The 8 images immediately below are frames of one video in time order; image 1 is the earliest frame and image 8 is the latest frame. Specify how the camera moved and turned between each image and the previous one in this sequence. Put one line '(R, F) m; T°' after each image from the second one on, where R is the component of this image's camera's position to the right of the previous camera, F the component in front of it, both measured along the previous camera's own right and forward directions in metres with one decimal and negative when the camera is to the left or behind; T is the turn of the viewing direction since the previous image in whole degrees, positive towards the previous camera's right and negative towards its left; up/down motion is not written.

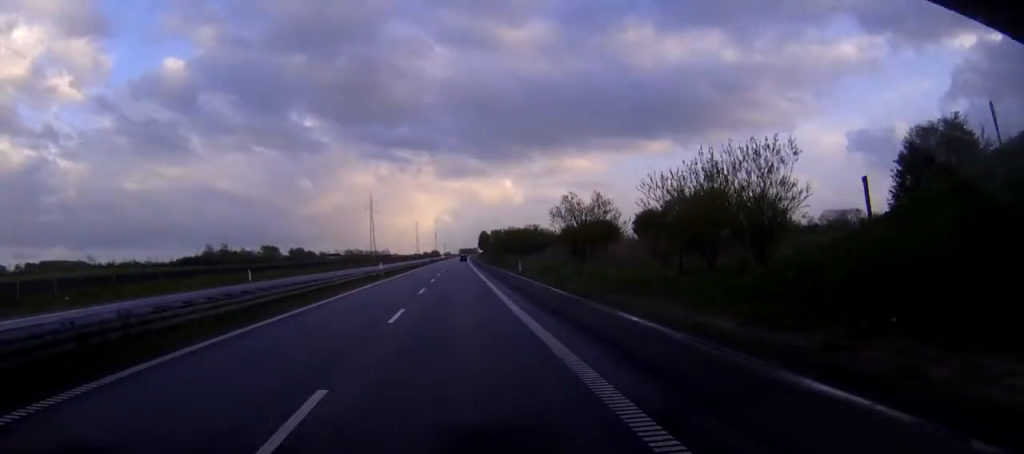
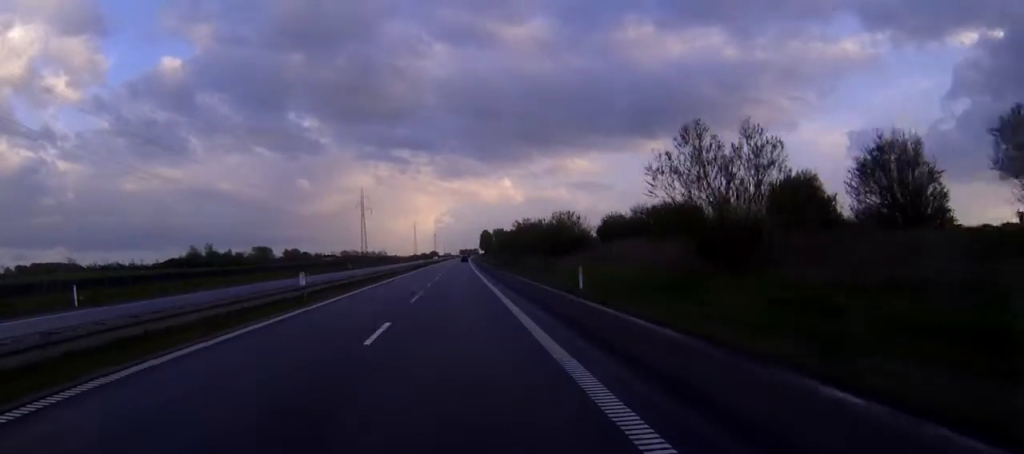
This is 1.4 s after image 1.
(-0.1, +34.3) m; 0°
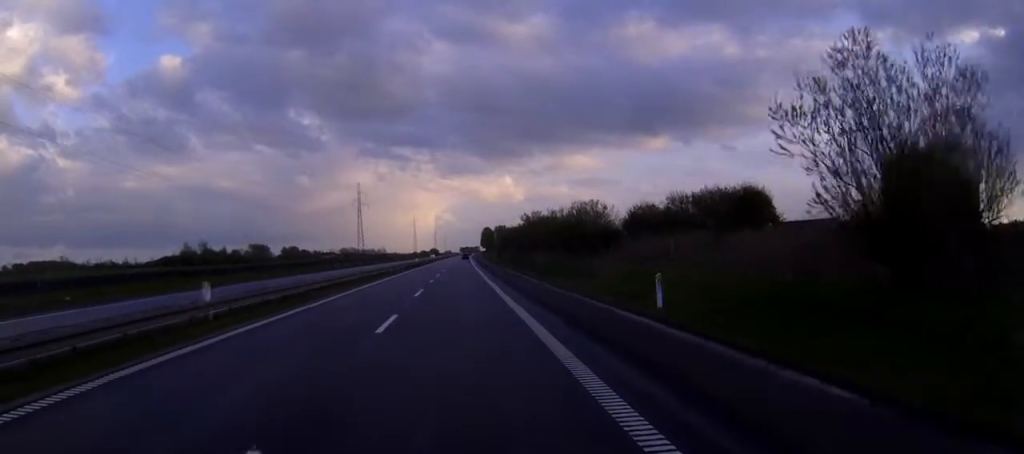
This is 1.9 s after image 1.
(0.0, +13.4) m; 0°
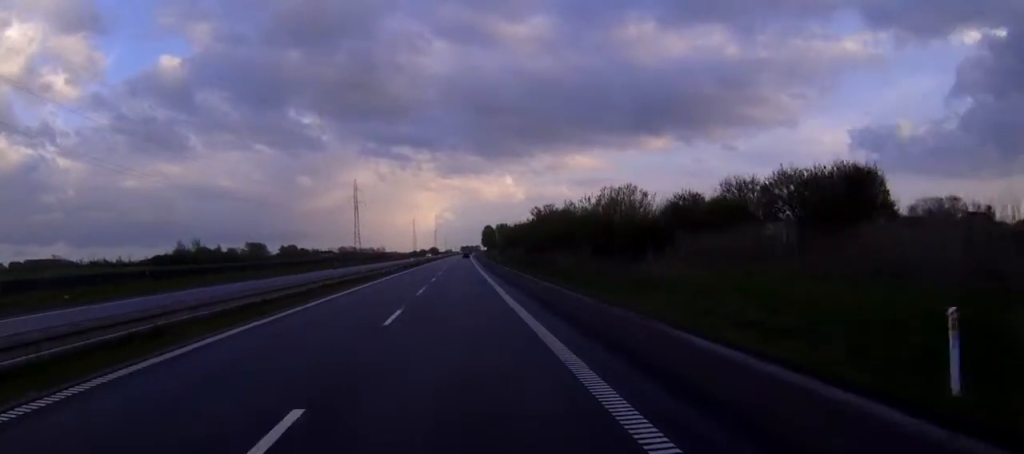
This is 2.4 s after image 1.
(0.0, +13.4) m; 0°
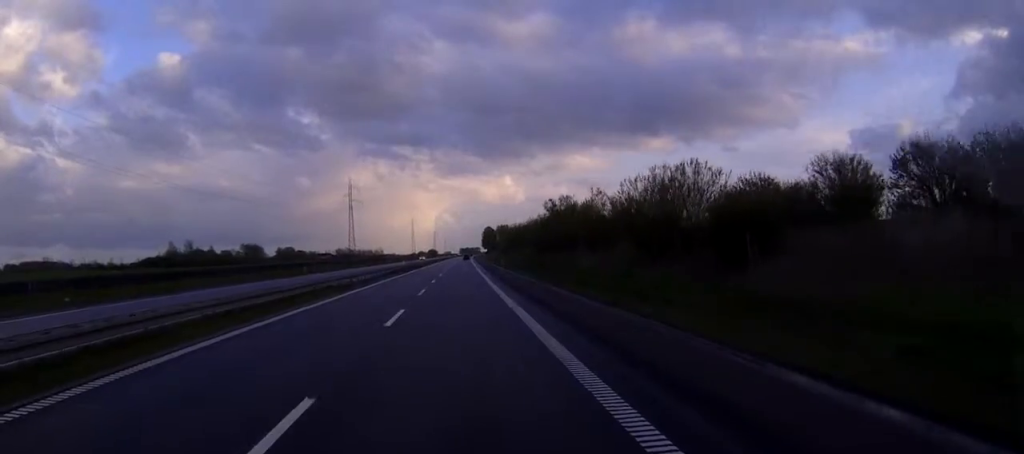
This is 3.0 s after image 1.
(0.0, +14.2) m; 0°
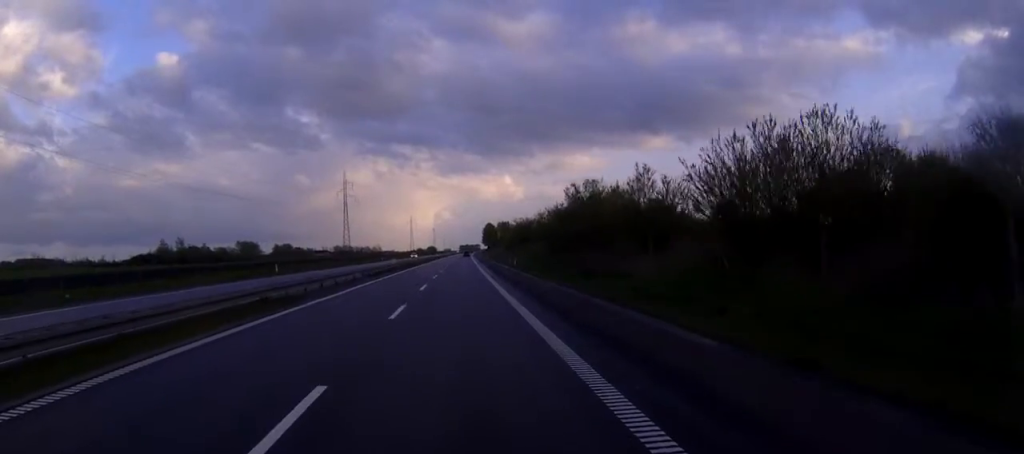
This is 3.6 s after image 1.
(0.0, +14.2) m; 0°
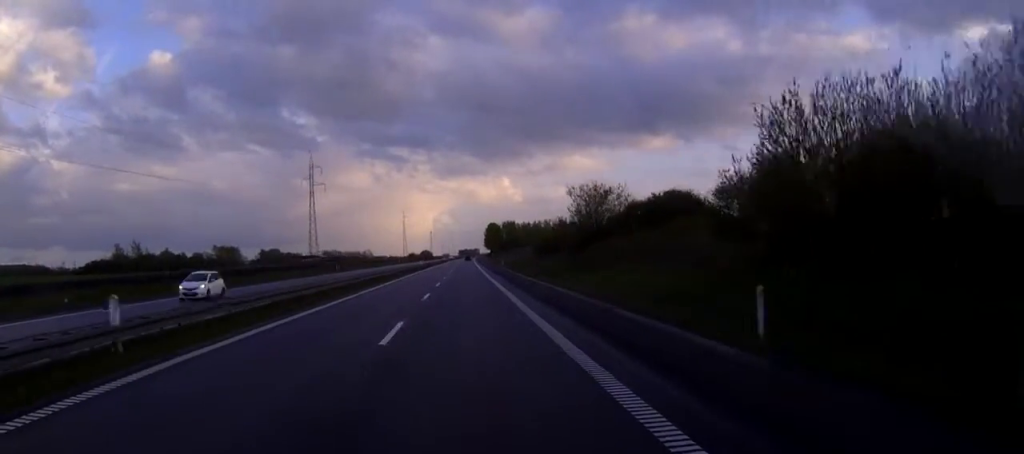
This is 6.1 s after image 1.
(+0.1, +64.3) m; 0°
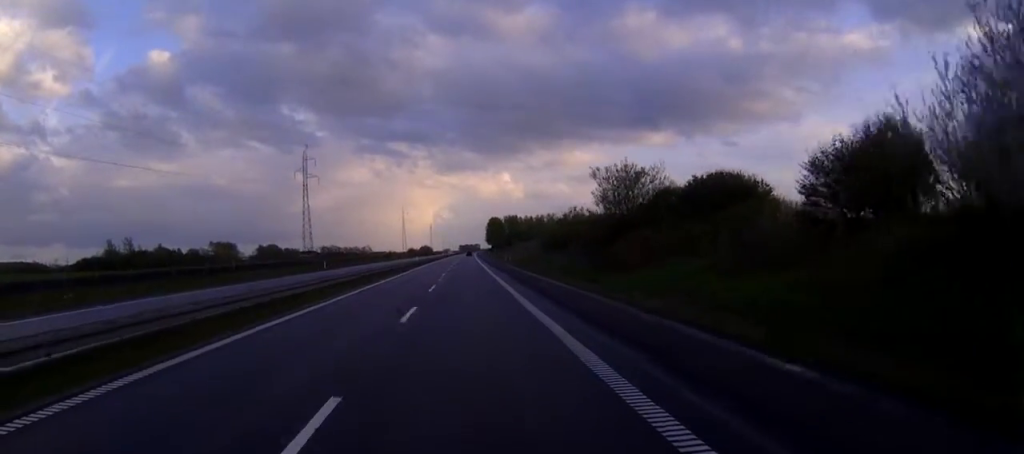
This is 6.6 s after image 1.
(0.0, +10.8) m; 0°
